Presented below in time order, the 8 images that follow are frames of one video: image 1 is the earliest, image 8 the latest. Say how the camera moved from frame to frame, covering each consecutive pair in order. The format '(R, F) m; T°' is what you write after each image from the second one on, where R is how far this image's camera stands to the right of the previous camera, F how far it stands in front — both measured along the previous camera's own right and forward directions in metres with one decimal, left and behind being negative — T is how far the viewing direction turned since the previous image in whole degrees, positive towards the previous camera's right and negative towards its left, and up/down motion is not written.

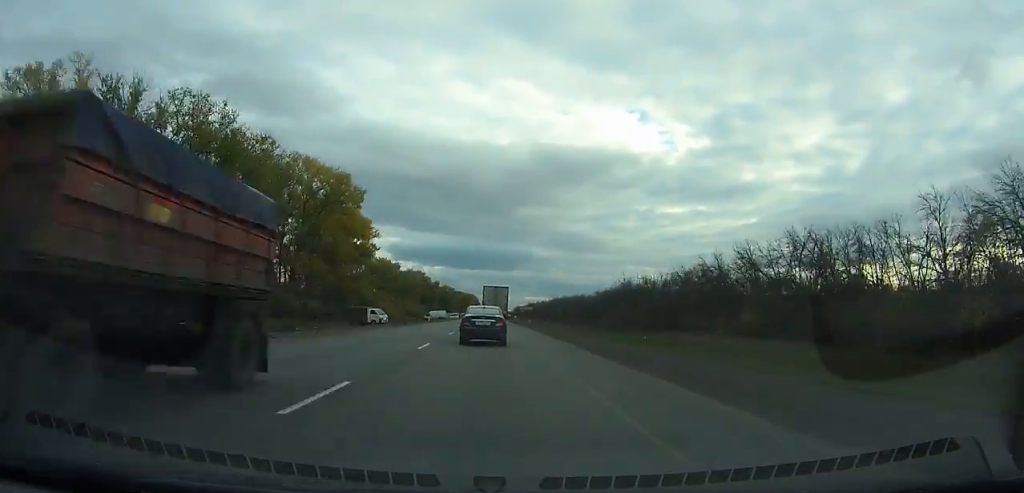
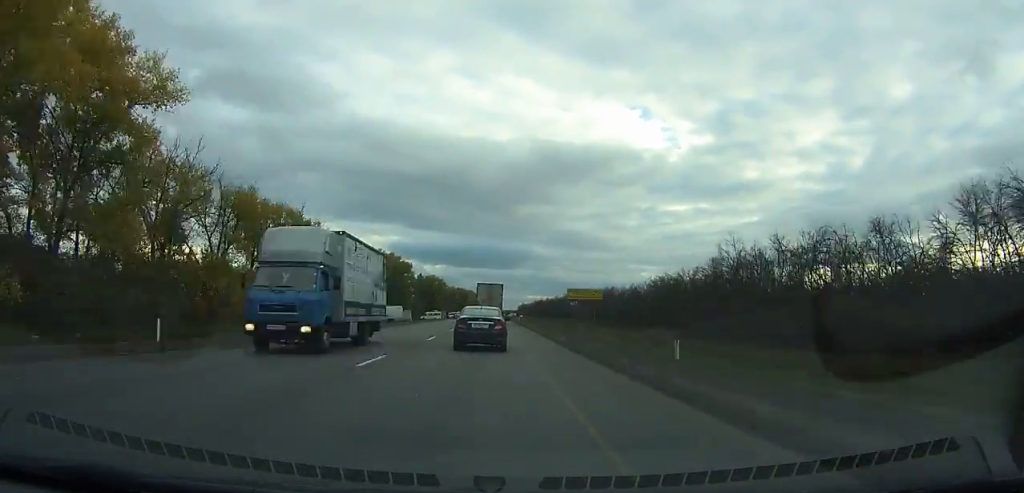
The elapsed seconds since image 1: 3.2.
(+2.0, +70.0) m; -1°
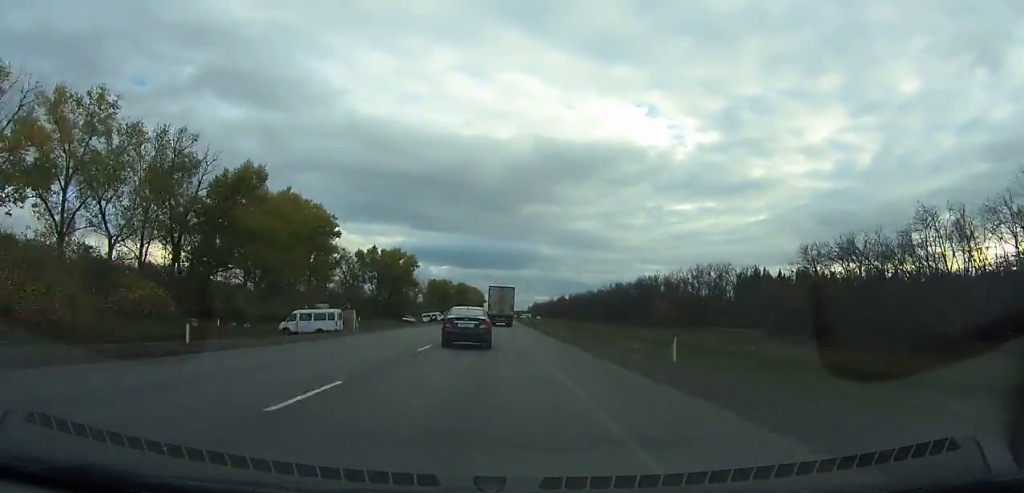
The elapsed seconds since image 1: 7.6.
(-4.4, +98.6) m; -2°
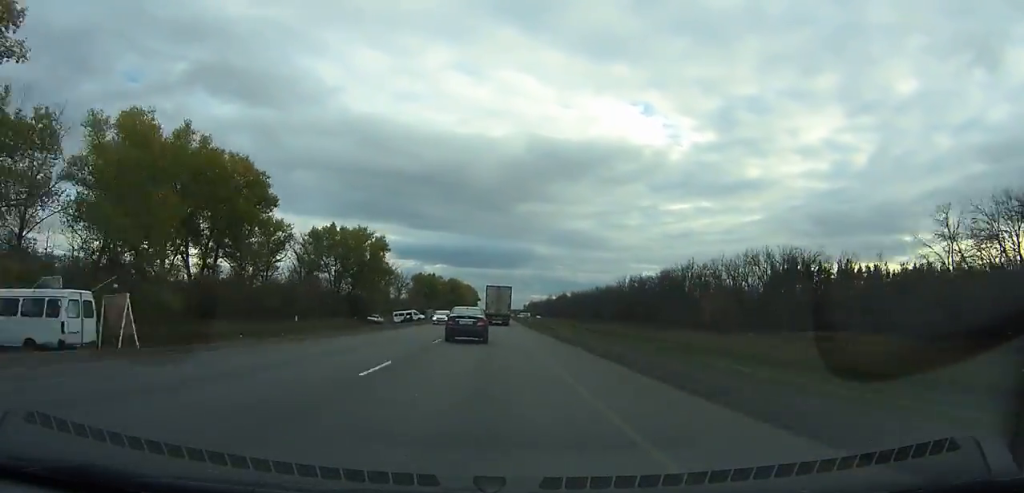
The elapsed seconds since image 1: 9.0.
(+0.7, +32.9) m; +1°
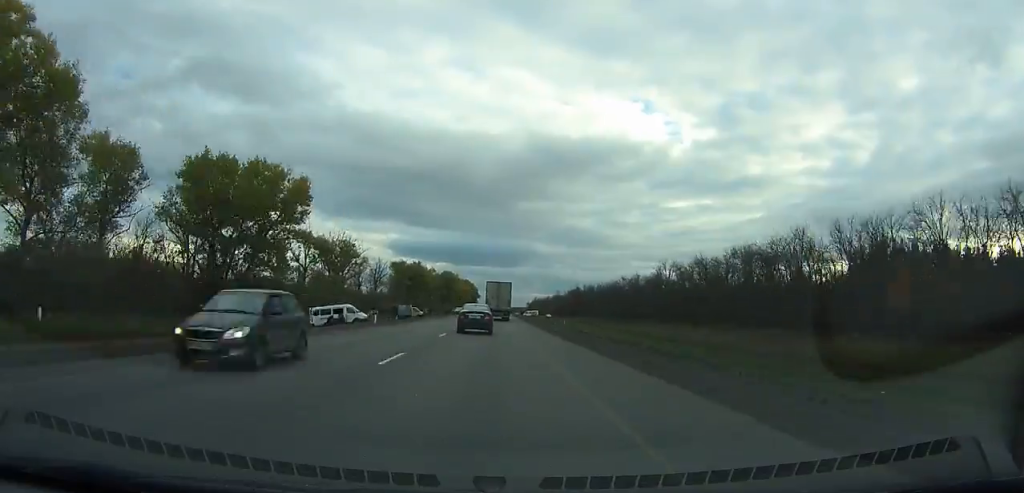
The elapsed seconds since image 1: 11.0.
(+0.5, +48.4) m; +1°
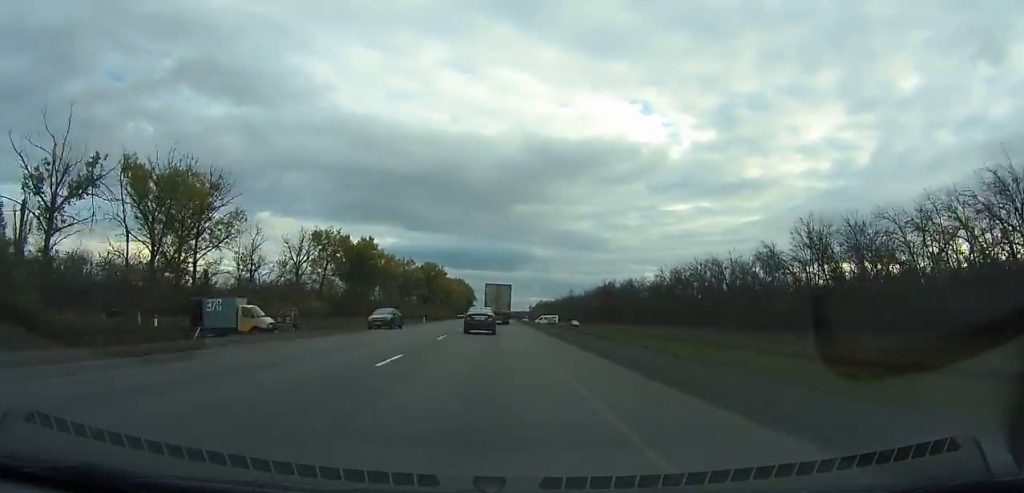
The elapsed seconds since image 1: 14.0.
(+0.1, +73.9) m; 0°
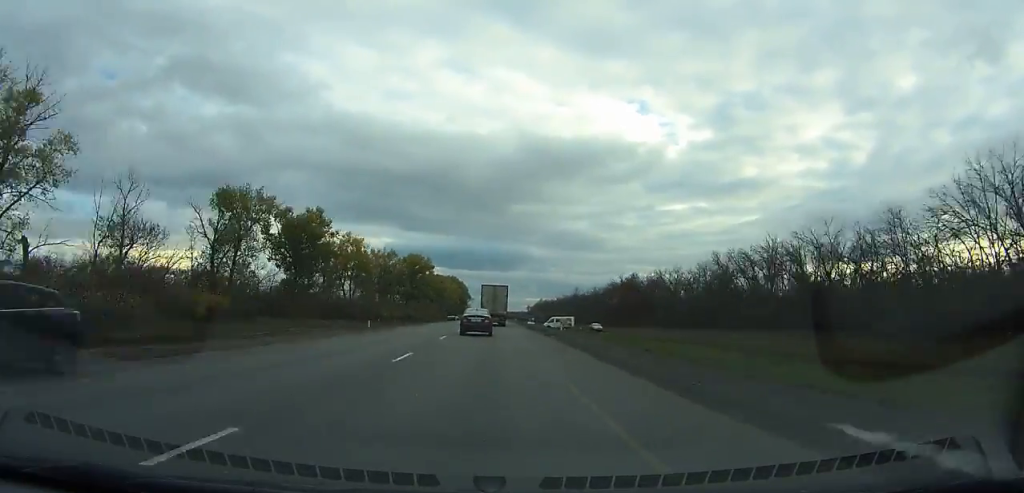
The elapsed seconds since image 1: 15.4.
(-0.1, +34.4) m; 0°
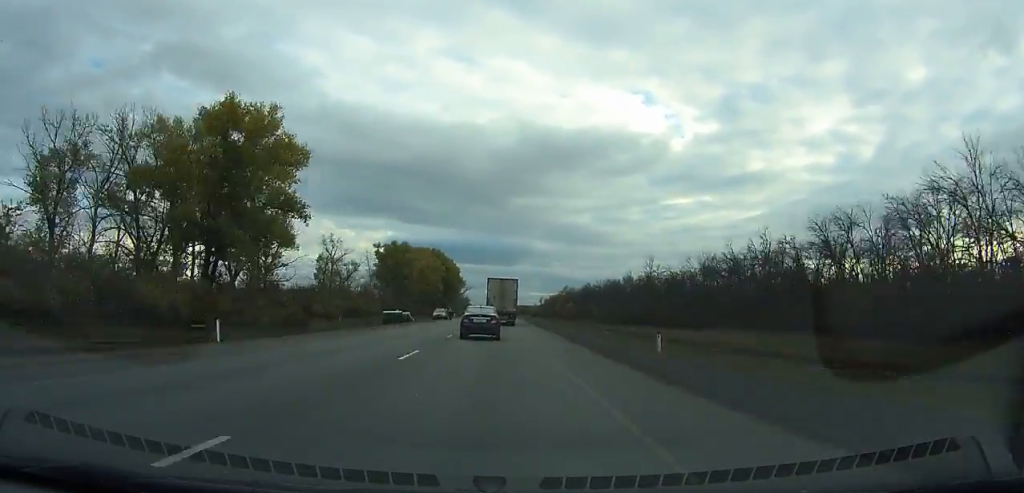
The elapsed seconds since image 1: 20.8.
(+0.1, +137.1) m; 0°
